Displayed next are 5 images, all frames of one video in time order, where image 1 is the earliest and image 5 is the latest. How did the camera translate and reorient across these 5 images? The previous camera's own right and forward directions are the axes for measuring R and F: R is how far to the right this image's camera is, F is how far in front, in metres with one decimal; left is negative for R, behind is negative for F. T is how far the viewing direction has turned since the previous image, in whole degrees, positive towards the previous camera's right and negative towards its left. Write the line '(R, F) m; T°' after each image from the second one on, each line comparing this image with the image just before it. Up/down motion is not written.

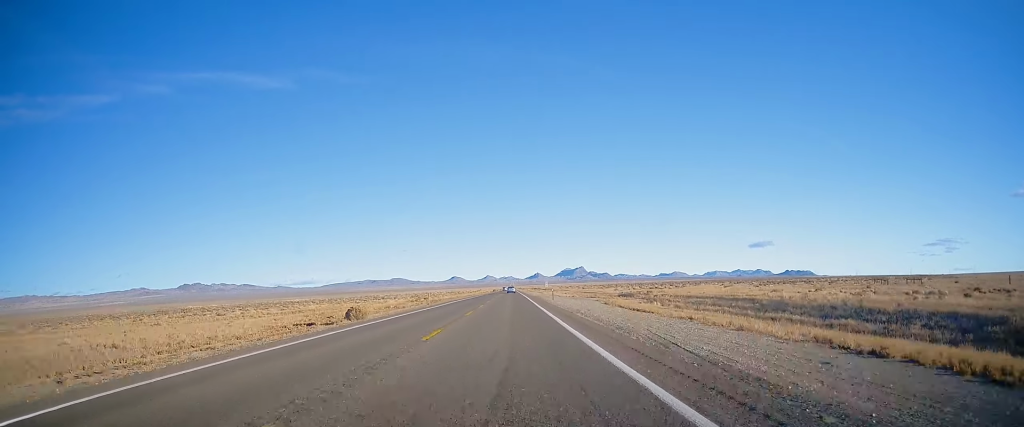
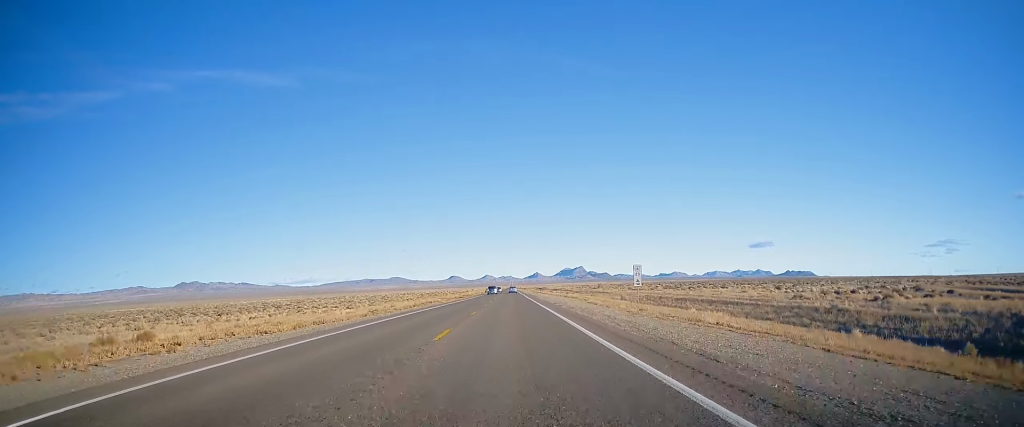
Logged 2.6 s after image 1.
(+0.2, +85.6) m; 0°
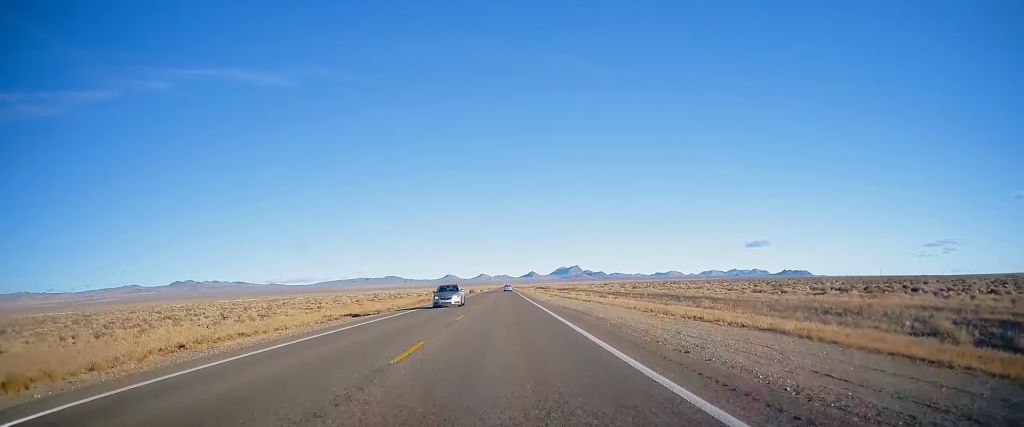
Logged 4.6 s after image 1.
(0.0, +65.0) m; +1°
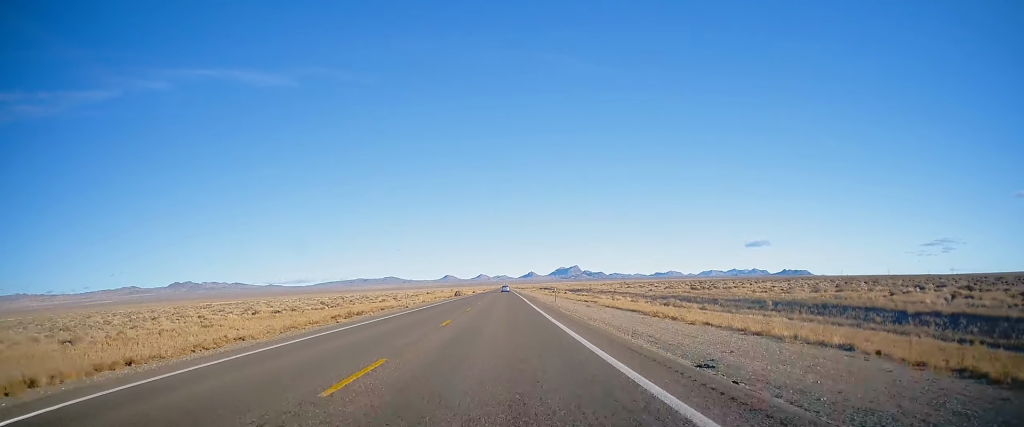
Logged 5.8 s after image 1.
(+0.5, +39.8) m; 0°
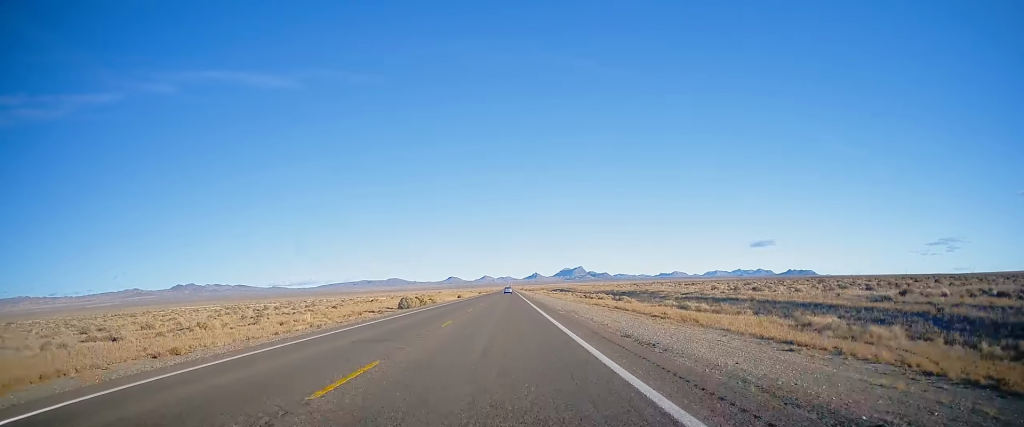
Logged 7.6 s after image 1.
(-0.7, +61.6) m; -1°
